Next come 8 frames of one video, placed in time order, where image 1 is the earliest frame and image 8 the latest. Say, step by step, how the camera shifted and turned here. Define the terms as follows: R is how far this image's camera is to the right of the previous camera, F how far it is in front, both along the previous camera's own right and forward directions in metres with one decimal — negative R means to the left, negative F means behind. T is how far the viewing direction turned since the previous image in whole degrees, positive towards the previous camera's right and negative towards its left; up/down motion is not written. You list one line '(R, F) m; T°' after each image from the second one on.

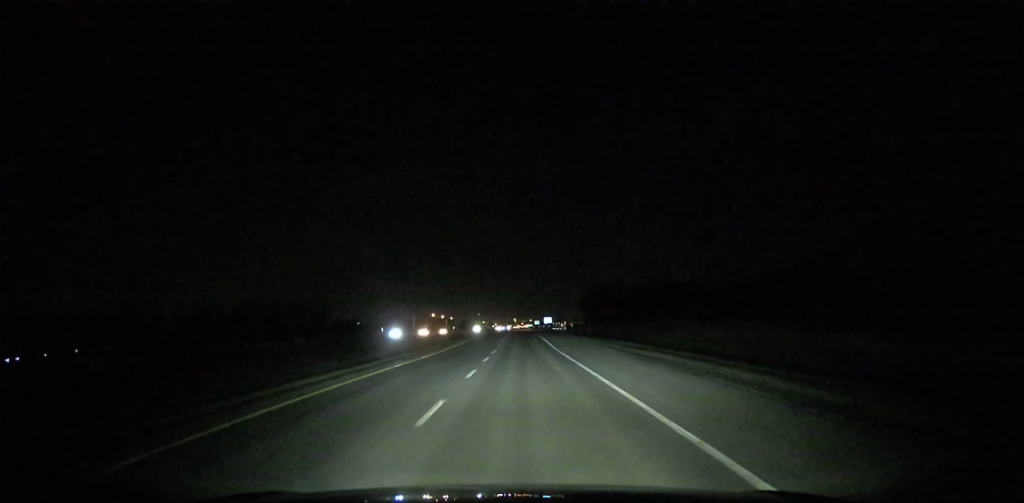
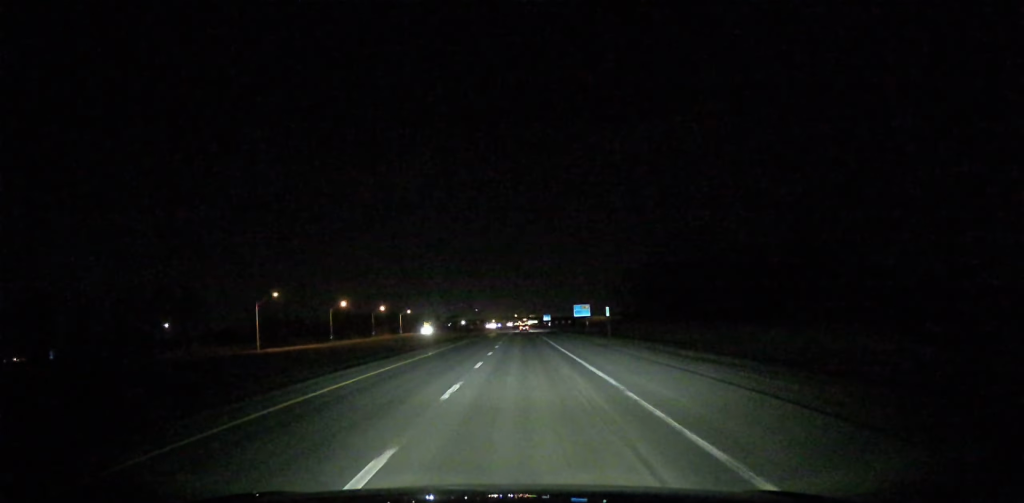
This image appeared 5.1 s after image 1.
(0.0, +176.5) m; 0°
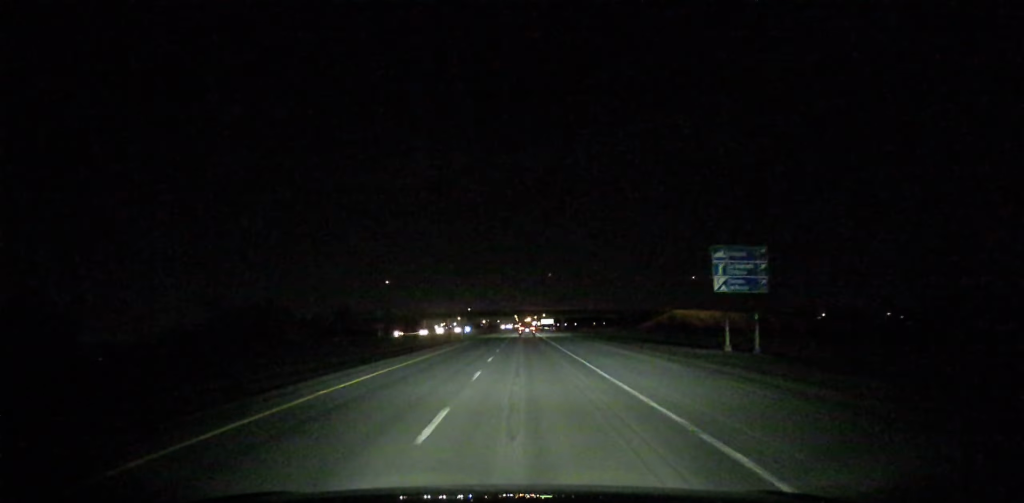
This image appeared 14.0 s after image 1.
(-1.3, +309.5) m; -1°
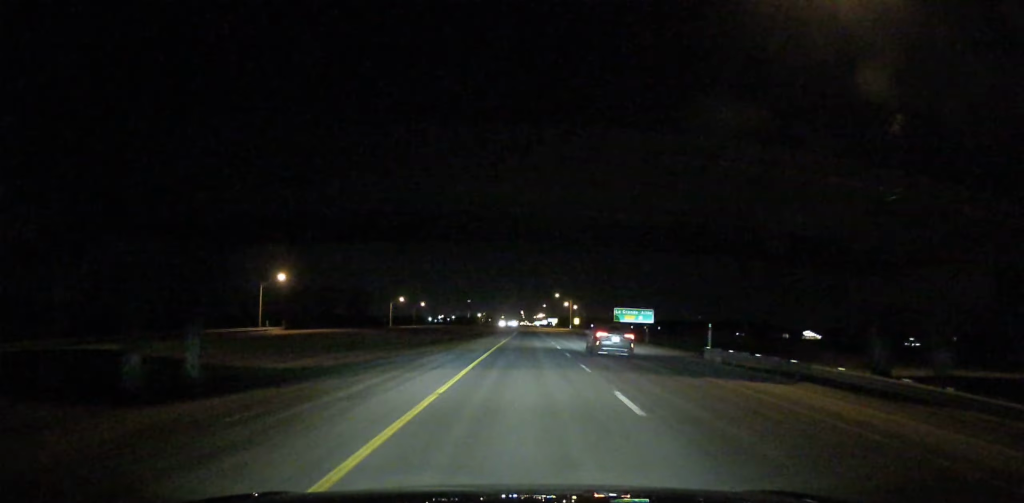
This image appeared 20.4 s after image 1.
(-0.6, +219.0) m; 0°
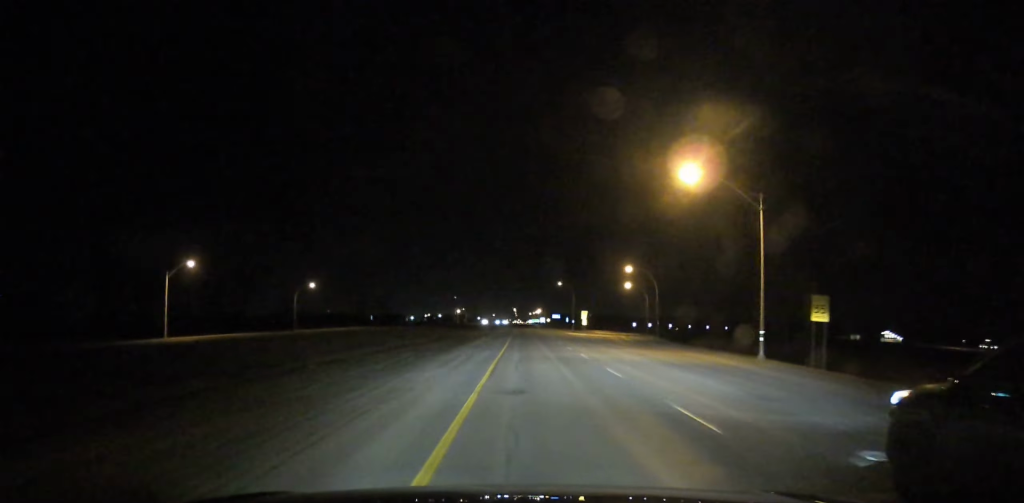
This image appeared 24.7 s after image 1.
(+0.3, +142.9) m; 0°
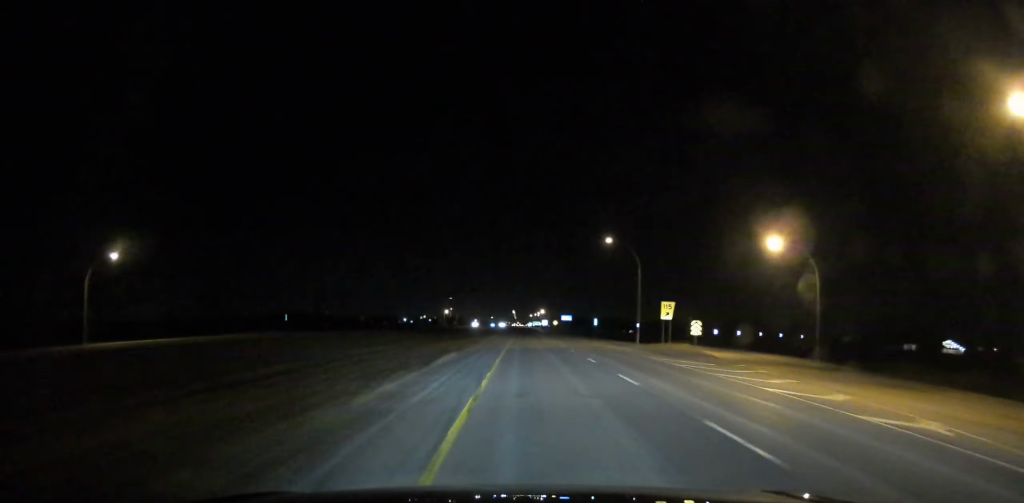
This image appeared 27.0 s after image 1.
(-0.1, +73.1) m; 0°
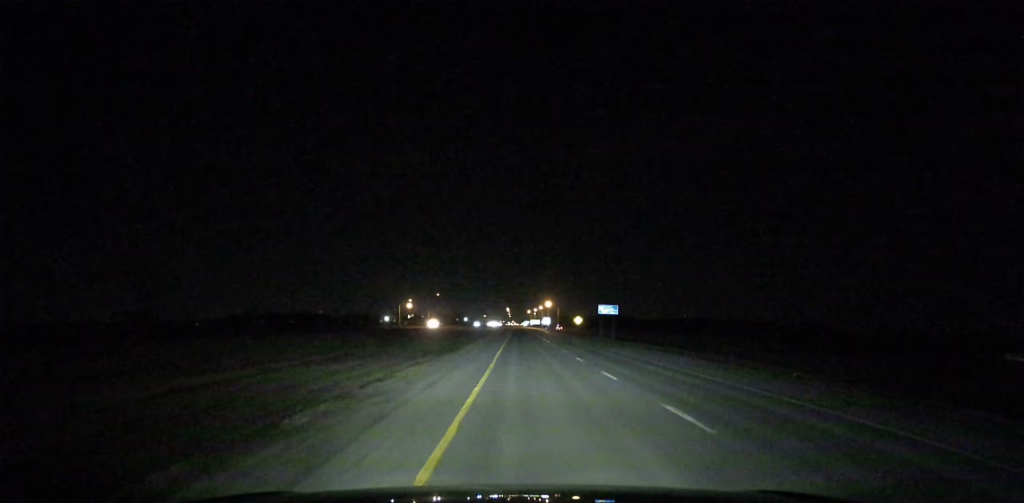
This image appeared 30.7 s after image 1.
(+0.8, +123.5) m; 0°
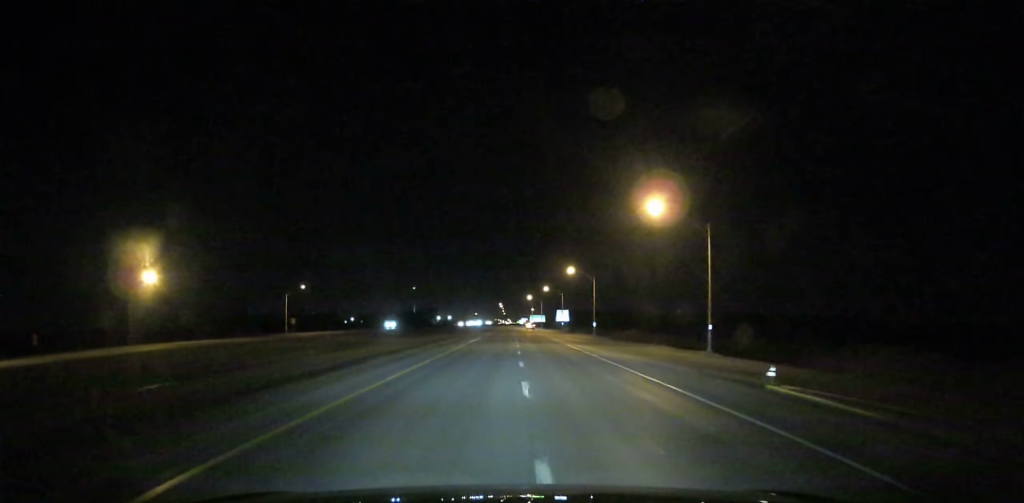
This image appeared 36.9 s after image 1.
(+0.7, +202.2) m; 0°
